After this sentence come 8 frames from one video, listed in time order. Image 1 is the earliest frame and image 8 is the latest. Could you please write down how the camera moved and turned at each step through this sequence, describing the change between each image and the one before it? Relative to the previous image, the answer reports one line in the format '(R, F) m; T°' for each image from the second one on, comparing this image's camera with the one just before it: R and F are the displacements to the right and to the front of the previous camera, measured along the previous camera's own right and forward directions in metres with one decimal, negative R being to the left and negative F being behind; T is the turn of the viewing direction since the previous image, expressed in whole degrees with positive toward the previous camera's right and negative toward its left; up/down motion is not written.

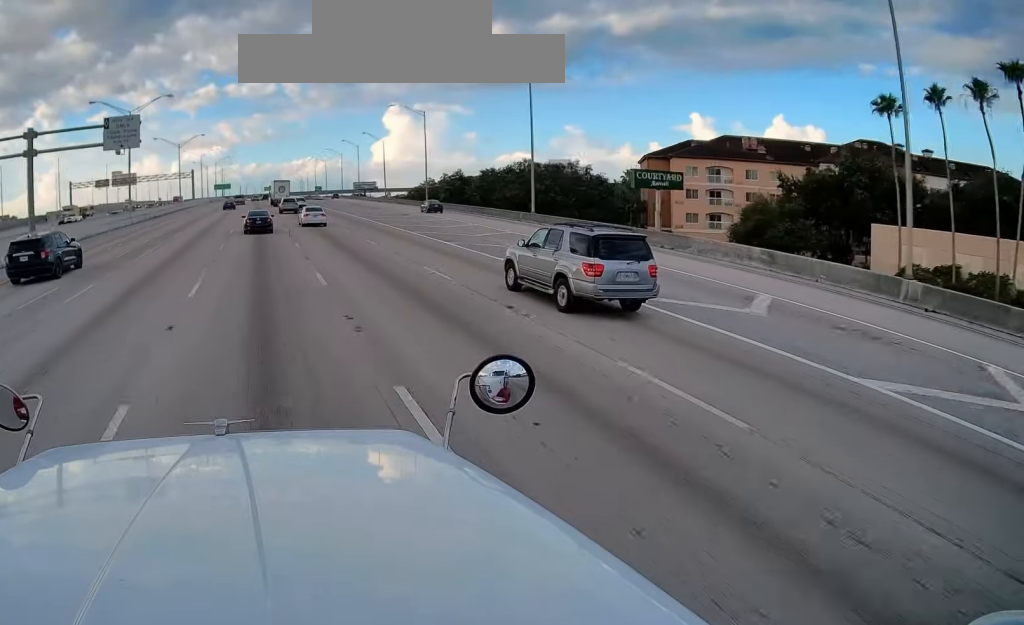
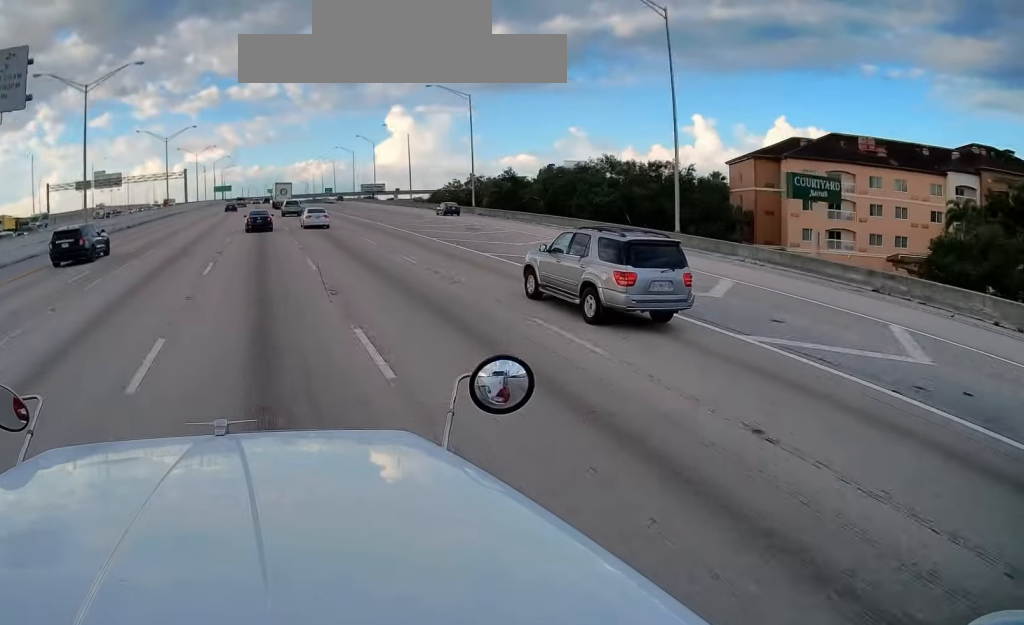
(-0.2, +18.1) m; -1°
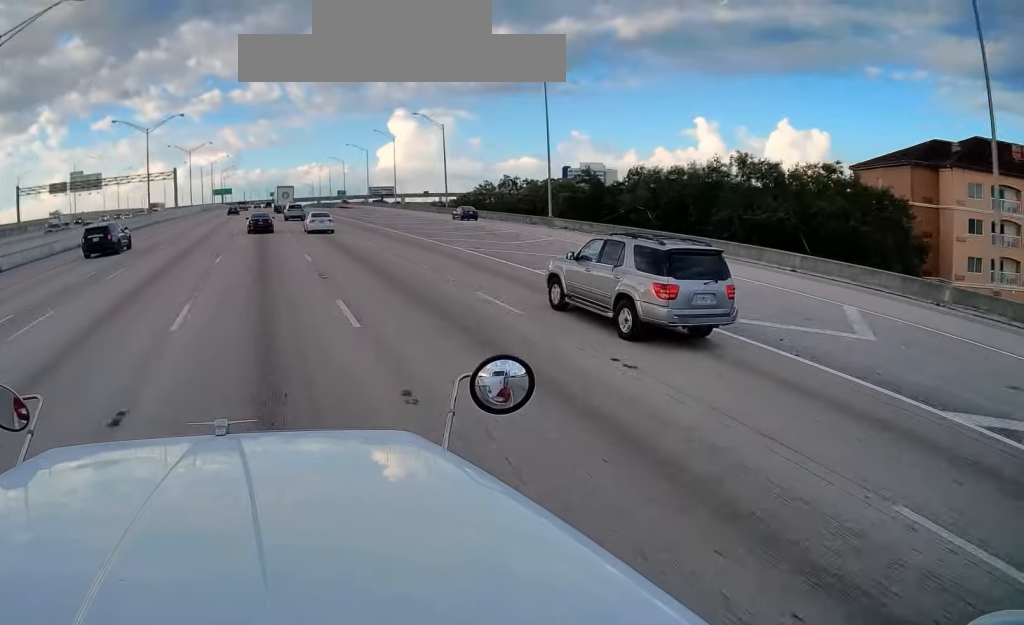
(-0.1, +19.0) m; 0°
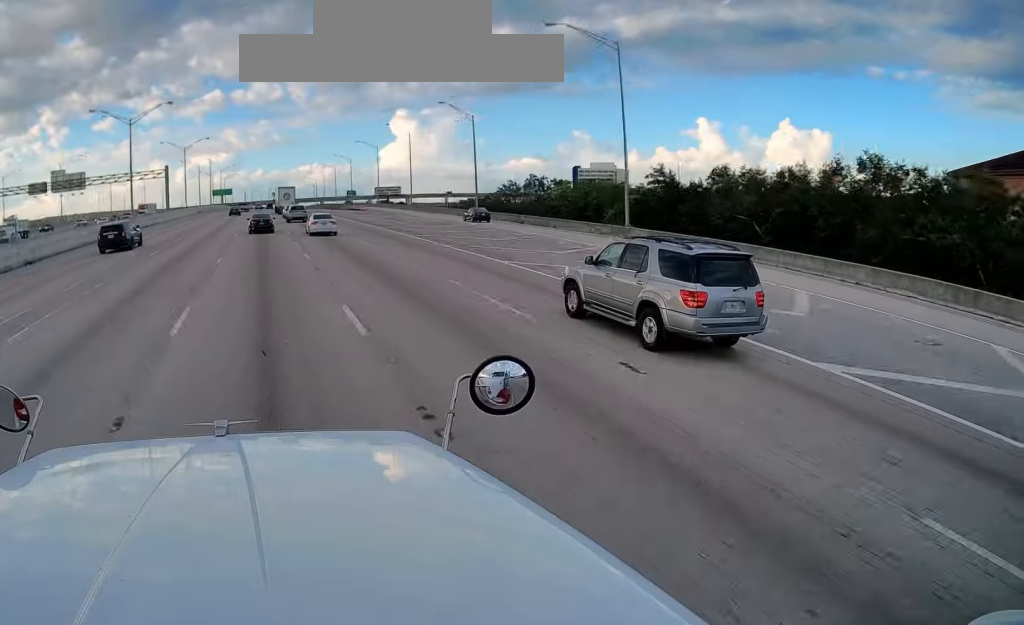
(+0.1, +11.6) m; 0°
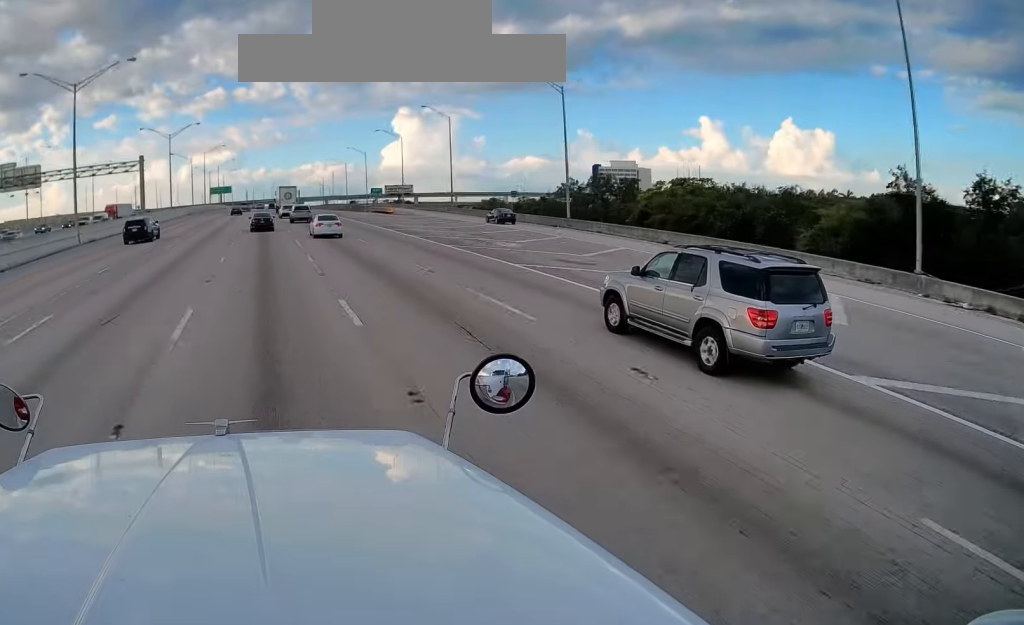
(+0.1, +19.5) m; 0°
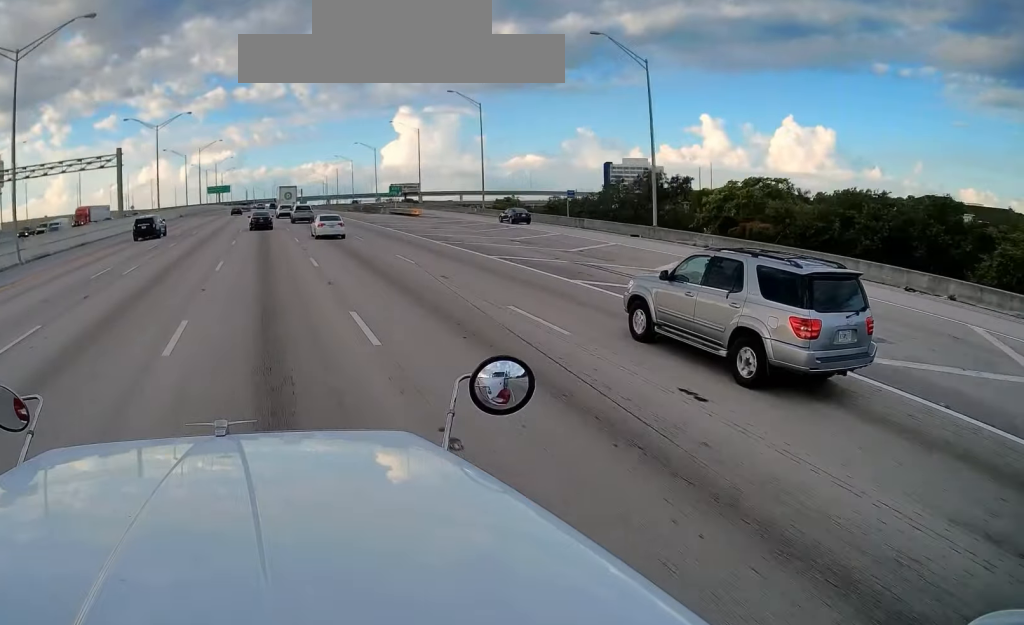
(0.0, +11.3) m; 0°
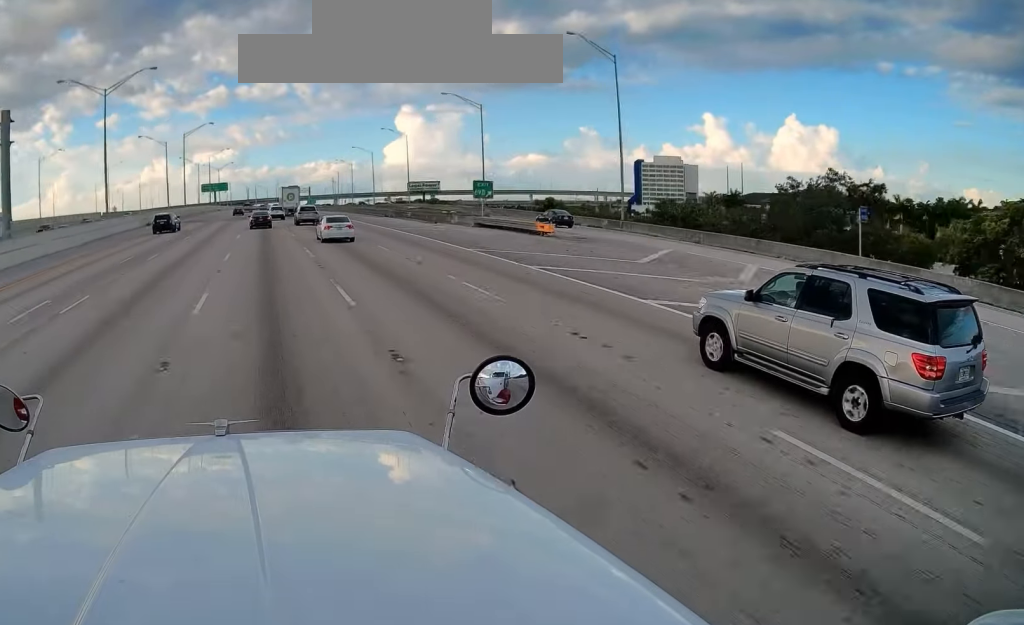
(-0.1, +29.8) m; 0°
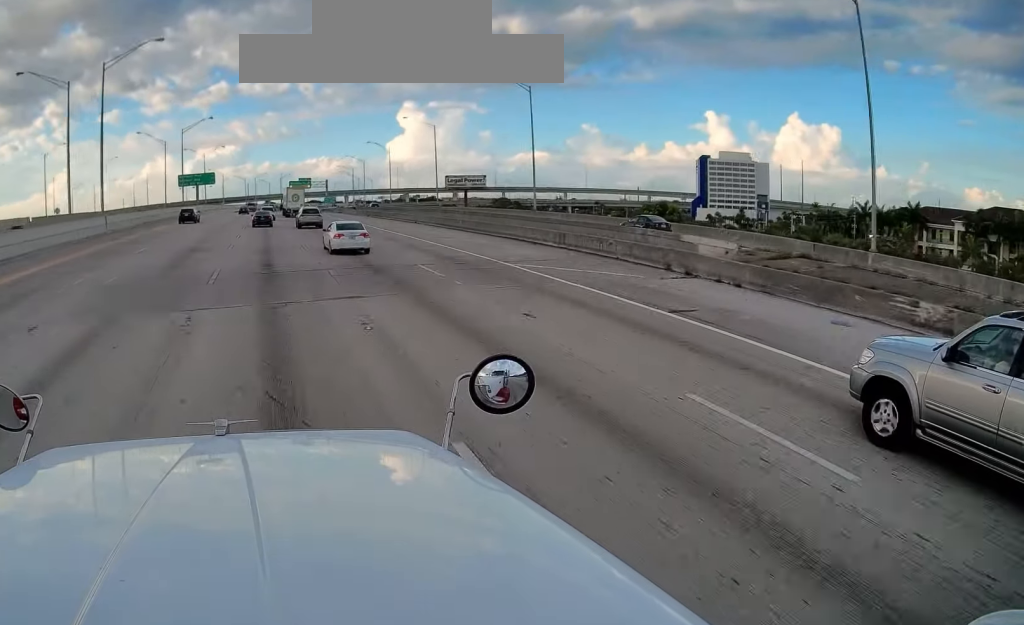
(-0.2, +57.1) m; -1°
